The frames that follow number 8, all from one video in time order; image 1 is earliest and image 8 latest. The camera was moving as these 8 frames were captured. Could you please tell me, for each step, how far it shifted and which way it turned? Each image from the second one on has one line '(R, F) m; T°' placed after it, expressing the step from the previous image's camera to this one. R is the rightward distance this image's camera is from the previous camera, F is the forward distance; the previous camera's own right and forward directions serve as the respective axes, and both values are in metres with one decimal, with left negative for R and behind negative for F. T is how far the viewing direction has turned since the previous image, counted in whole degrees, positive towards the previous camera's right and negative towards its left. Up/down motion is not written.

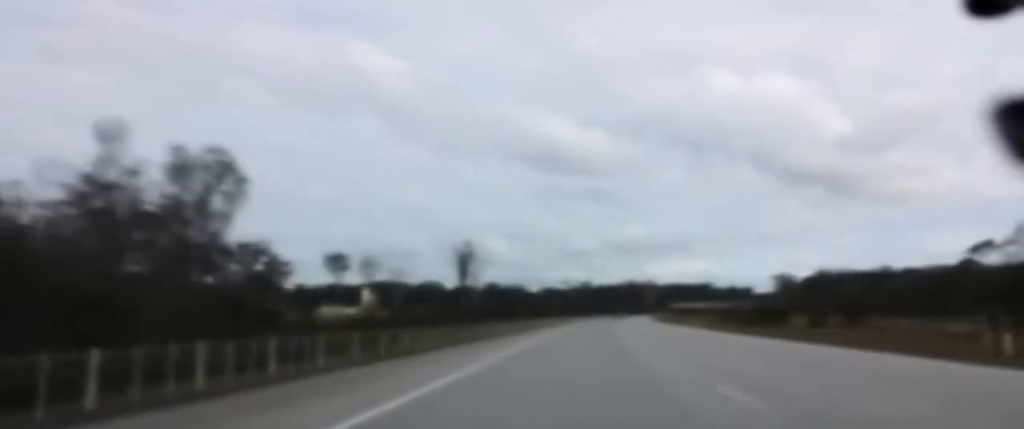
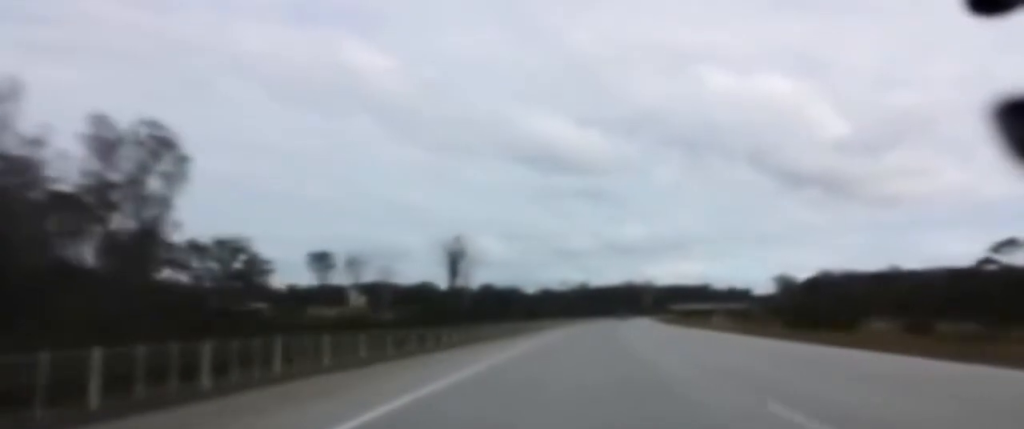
(0.0, +15.1) m; 0°
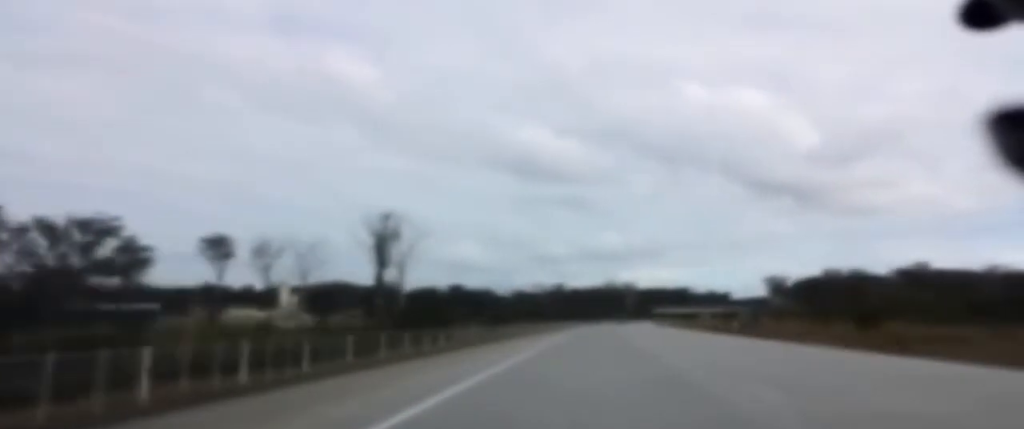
(0.0, +68.5) m; +1°
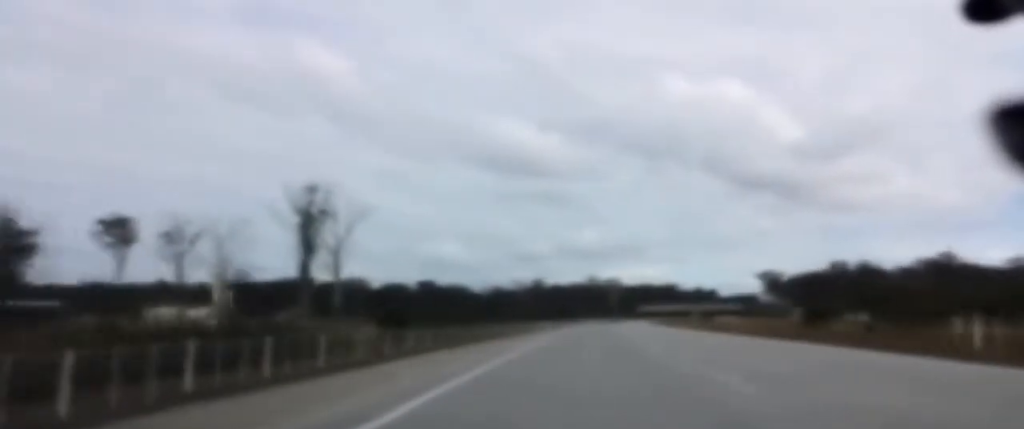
(+0.4, +34.3) m; +1°
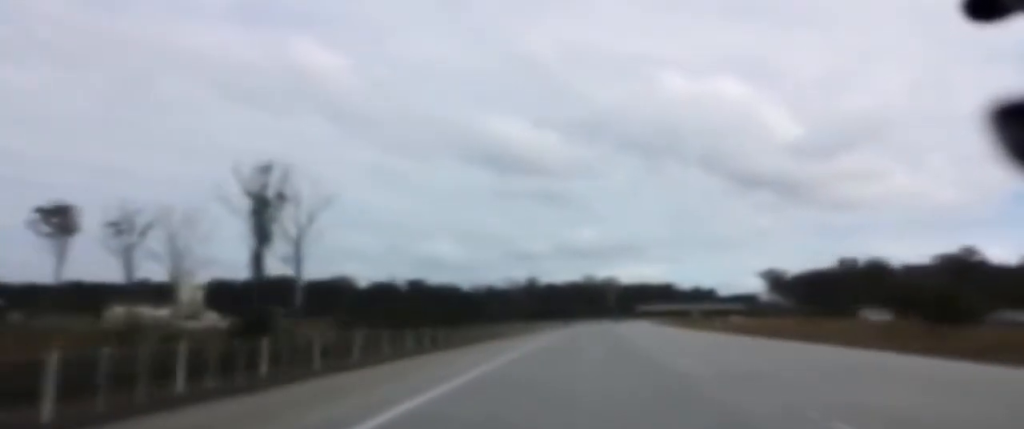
(+0.1, +18.1) m; +1°
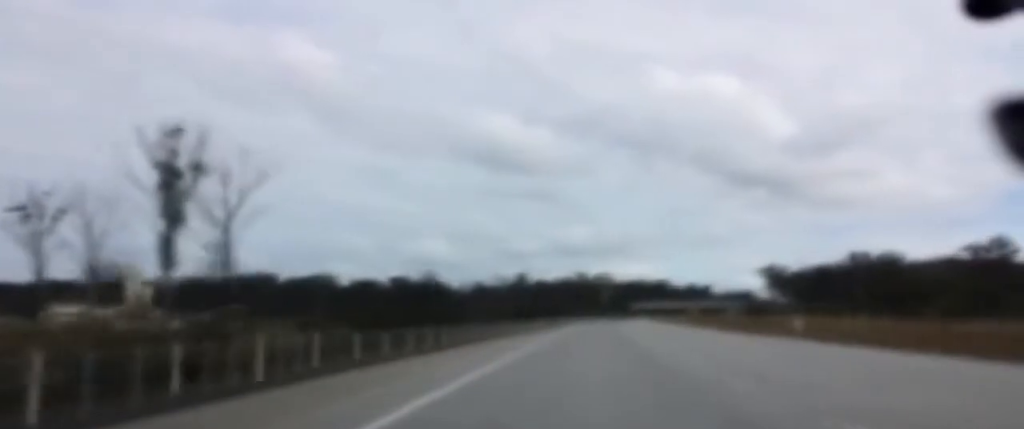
(+0.1, +24.2) m; +1°
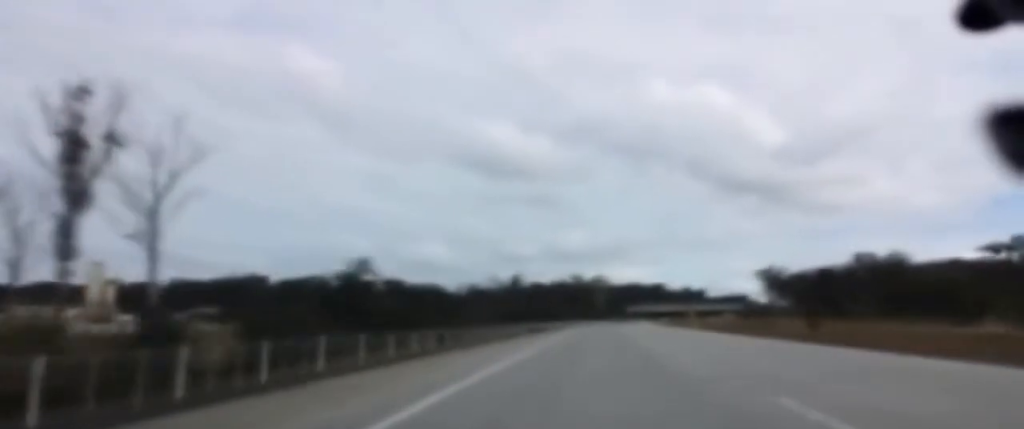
(+0.2, +21.1) m; 0°
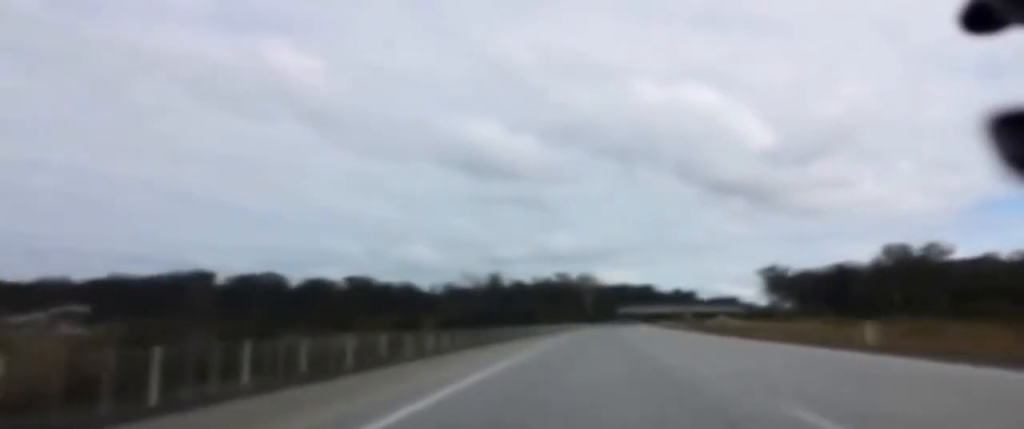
(+0.2, +48.4) m; +1°
